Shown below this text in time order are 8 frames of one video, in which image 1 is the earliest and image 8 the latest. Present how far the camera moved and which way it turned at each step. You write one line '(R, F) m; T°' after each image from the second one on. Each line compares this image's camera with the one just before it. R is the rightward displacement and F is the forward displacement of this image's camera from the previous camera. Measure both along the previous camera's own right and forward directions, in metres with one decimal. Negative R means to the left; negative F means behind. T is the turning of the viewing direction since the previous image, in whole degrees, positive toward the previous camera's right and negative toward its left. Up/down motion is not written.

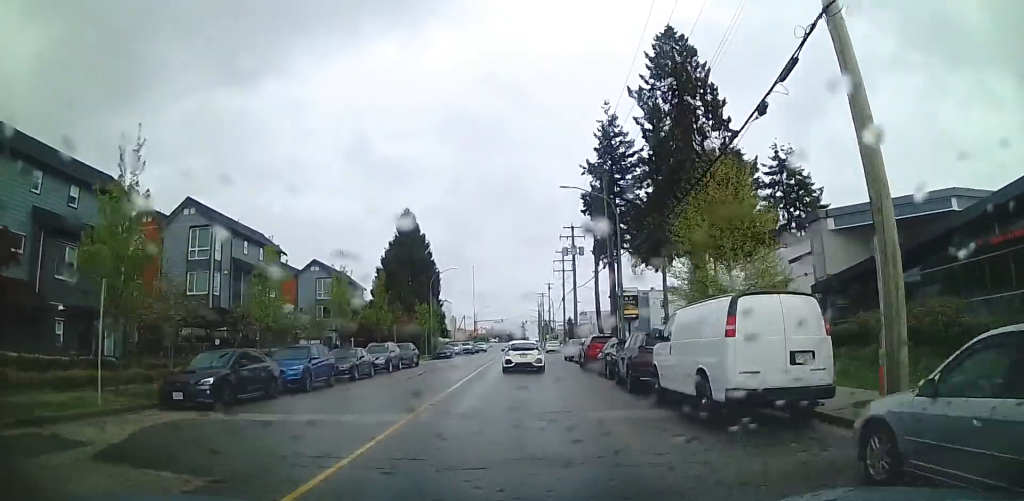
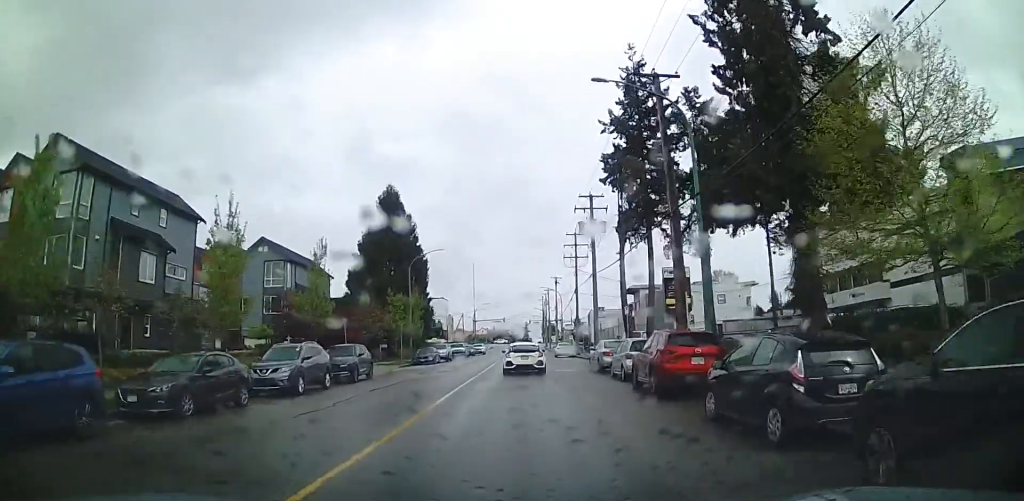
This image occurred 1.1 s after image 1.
(+0.7, +14.8) m; +3°
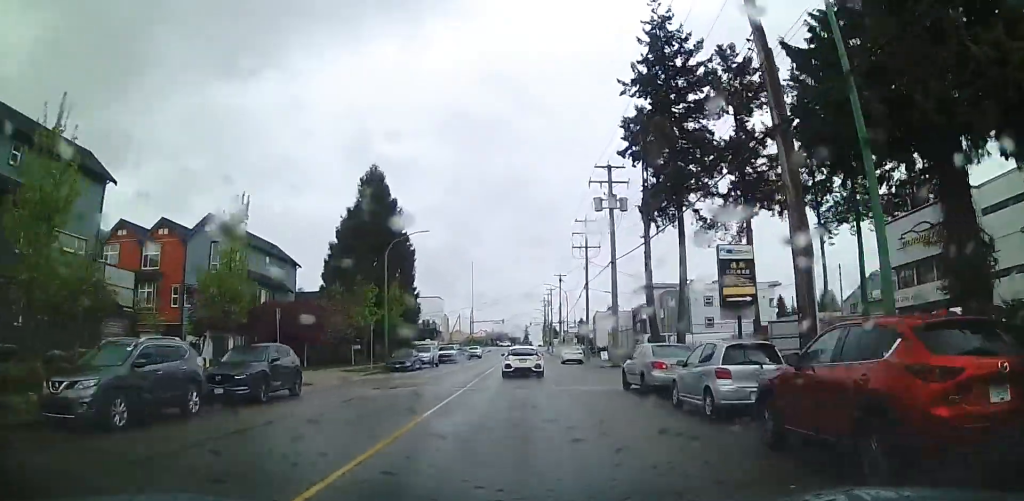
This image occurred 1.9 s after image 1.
(0.0, +10.0) m; -1°
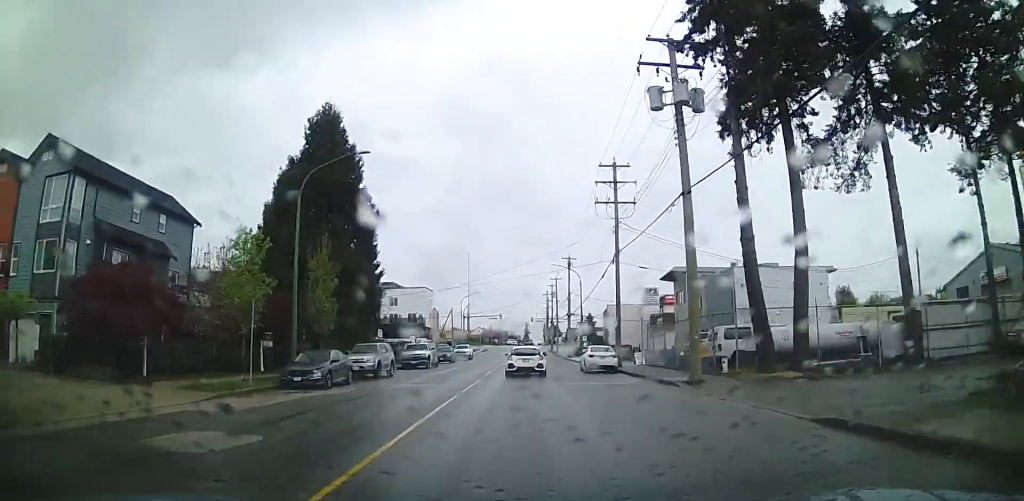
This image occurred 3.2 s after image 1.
(-0.6, +17.6) m; -1°
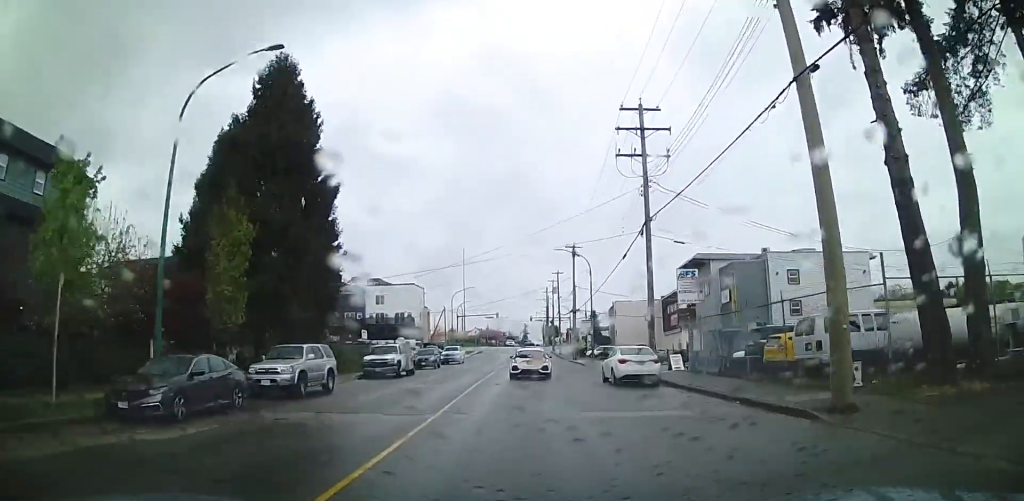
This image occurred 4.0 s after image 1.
(+0.2, +9.9) m; +1°
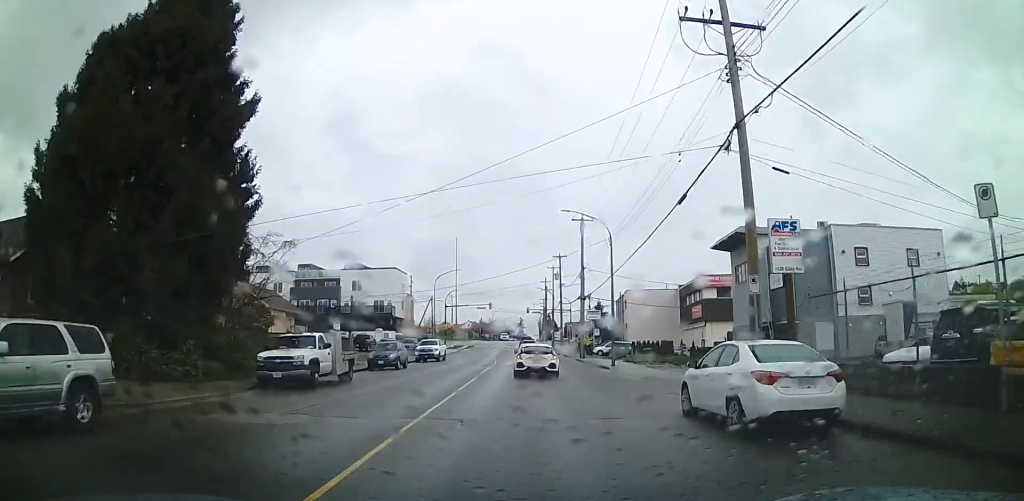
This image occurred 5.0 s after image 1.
(+0.1, +12.5) m; 0°
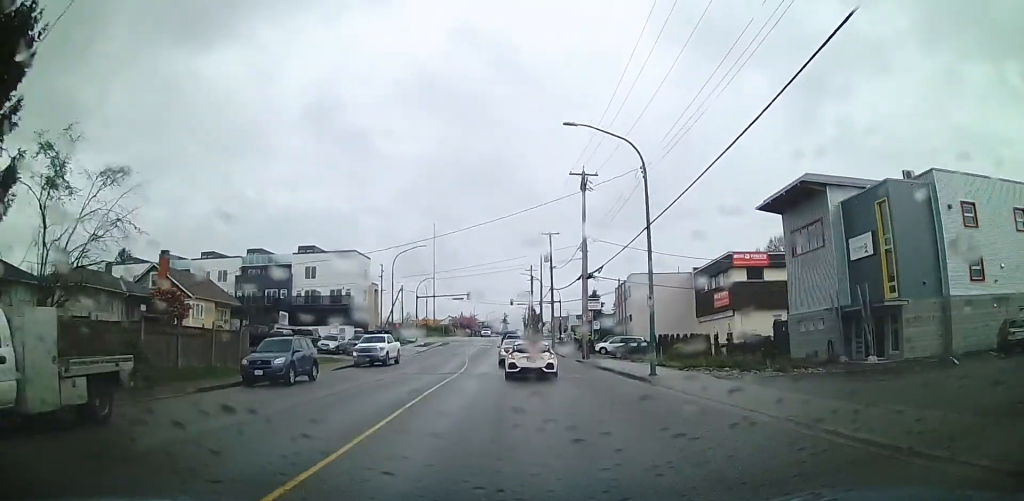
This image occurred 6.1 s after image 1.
(0.0, +14.3) m; 0°
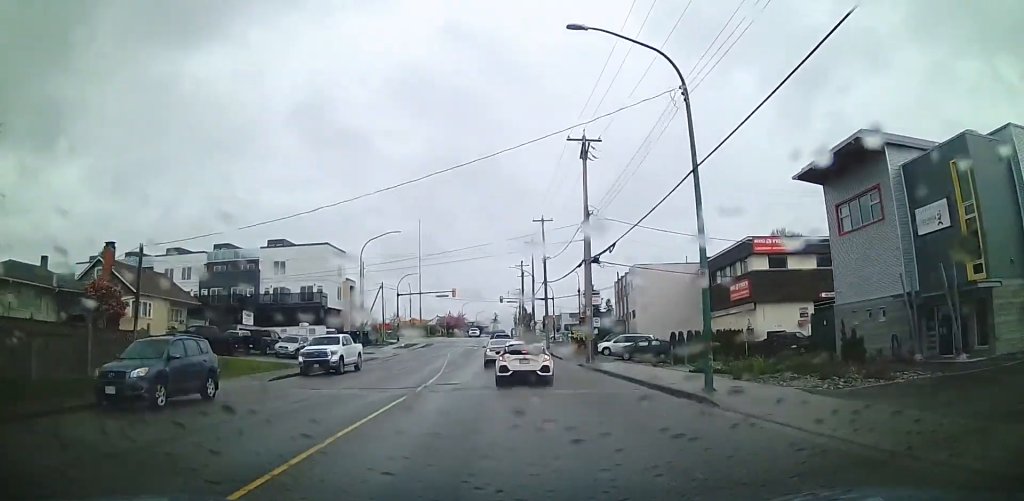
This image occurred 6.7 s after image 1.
(0.0, +7.6) m; -1°
